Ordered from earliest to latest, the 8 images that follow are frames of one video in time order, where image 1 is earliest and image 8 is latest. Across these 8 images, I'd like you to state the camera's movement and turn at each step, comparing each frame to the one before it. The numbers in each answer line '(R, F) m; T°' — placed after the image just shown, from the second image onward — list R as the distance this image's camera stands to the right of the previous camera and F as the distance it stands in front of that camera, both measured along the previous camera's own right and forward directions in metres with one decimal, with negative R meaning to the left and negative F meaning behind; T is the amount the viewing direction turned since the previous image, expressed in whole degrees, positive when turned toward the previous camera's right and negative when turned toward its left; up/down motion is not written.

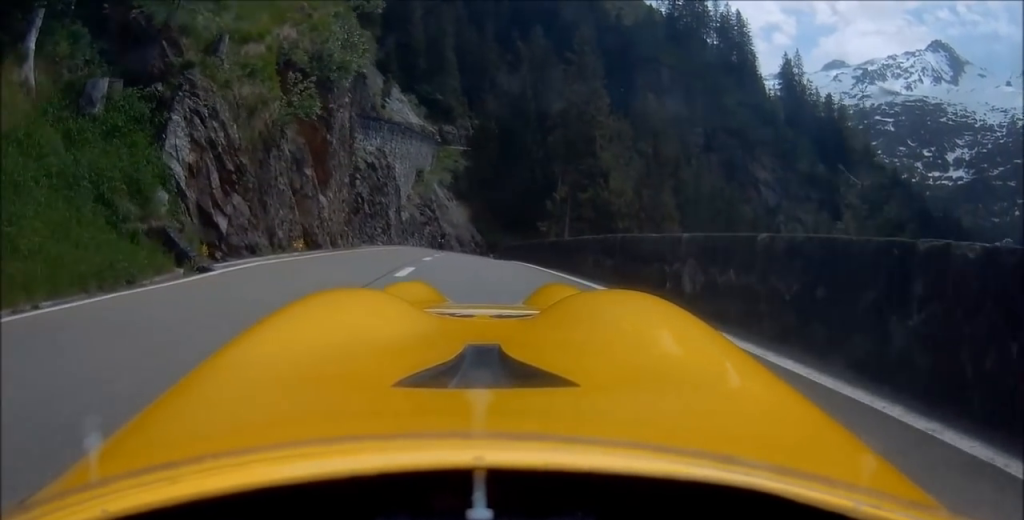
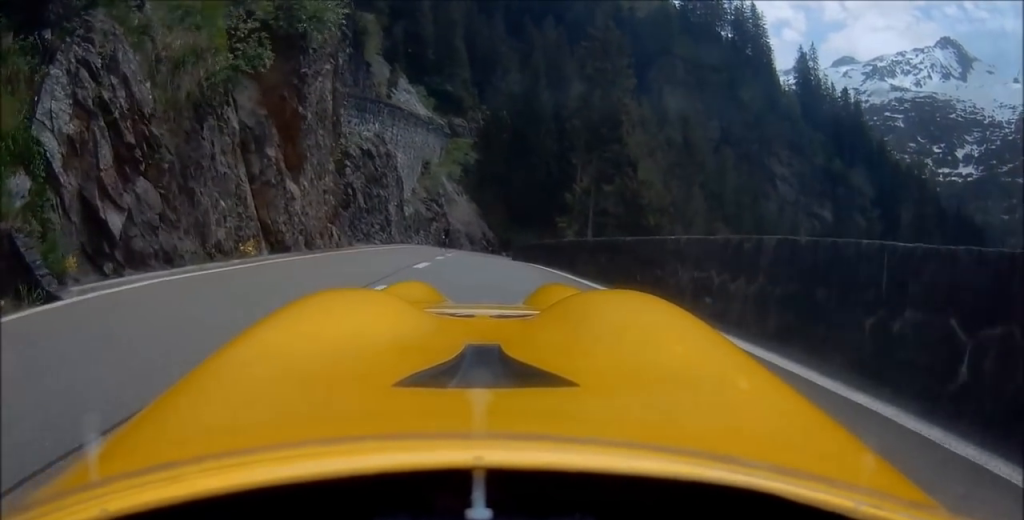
(-0.1, +5.6) m; -8°
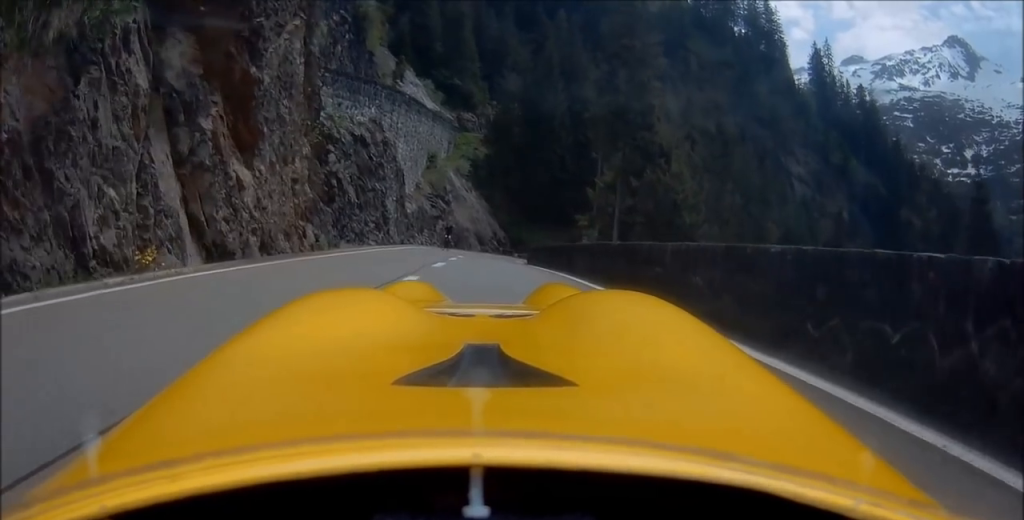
(+0.2, +5.3) m; -6°
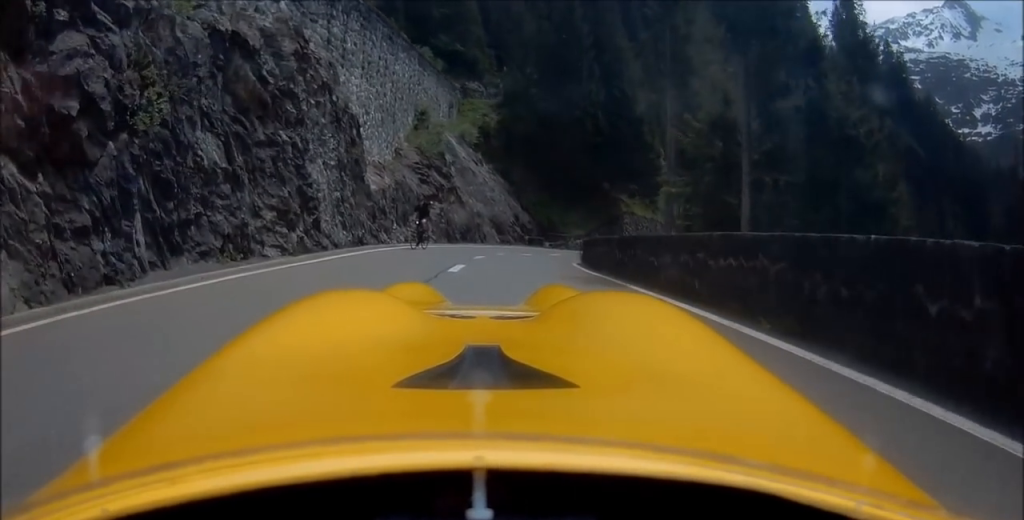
(-2.6, +19.7) m; -2°
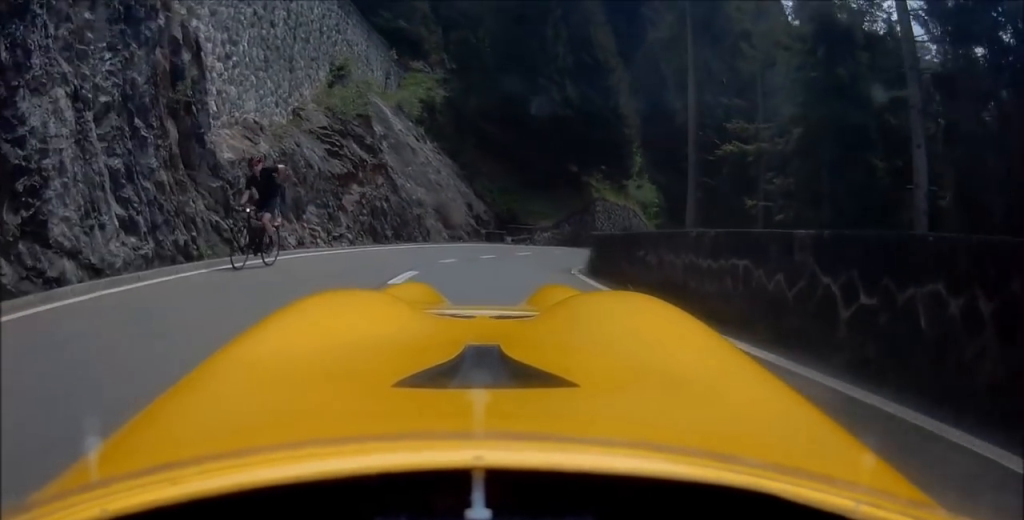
(+0.7, +11.6) m; +9°
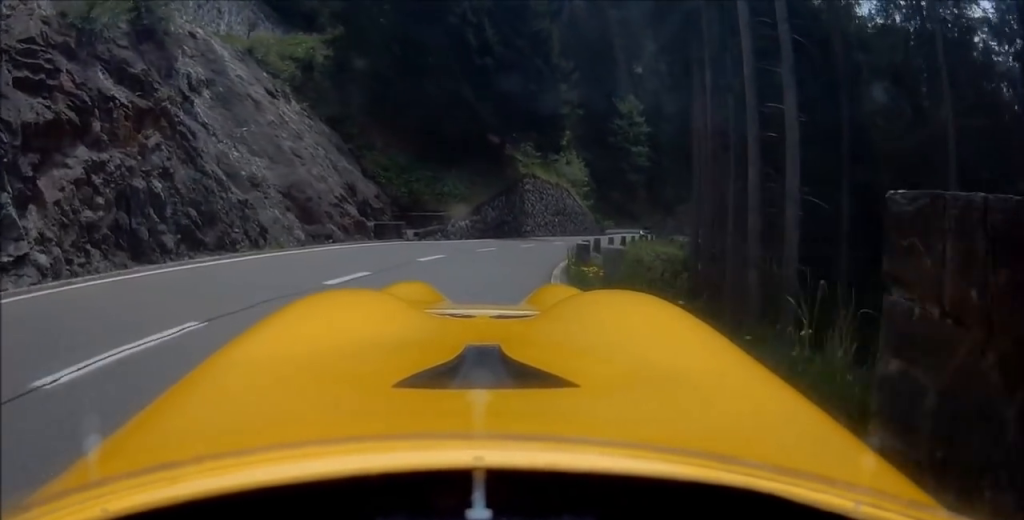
(+1.3, +13.1) m; +12°
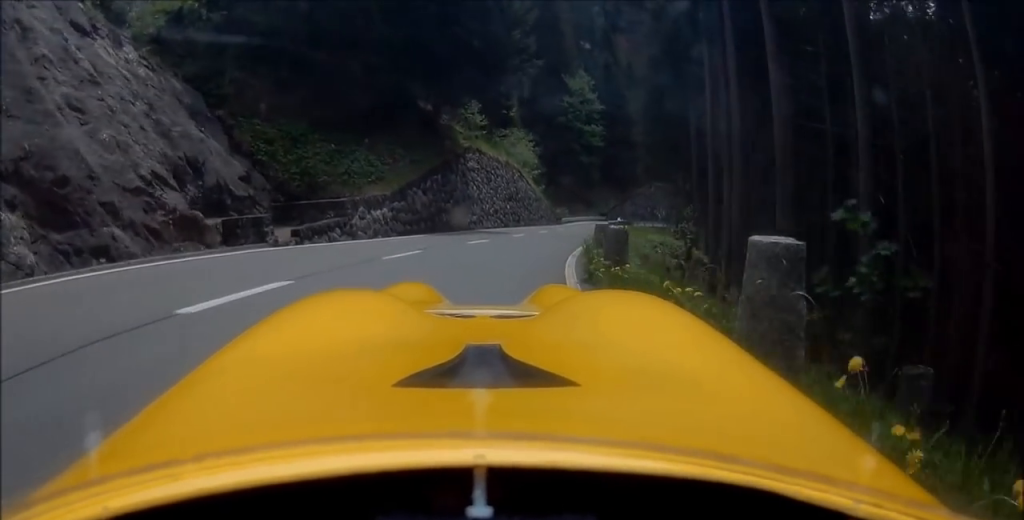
(+1.6, +10.4) m; +5°
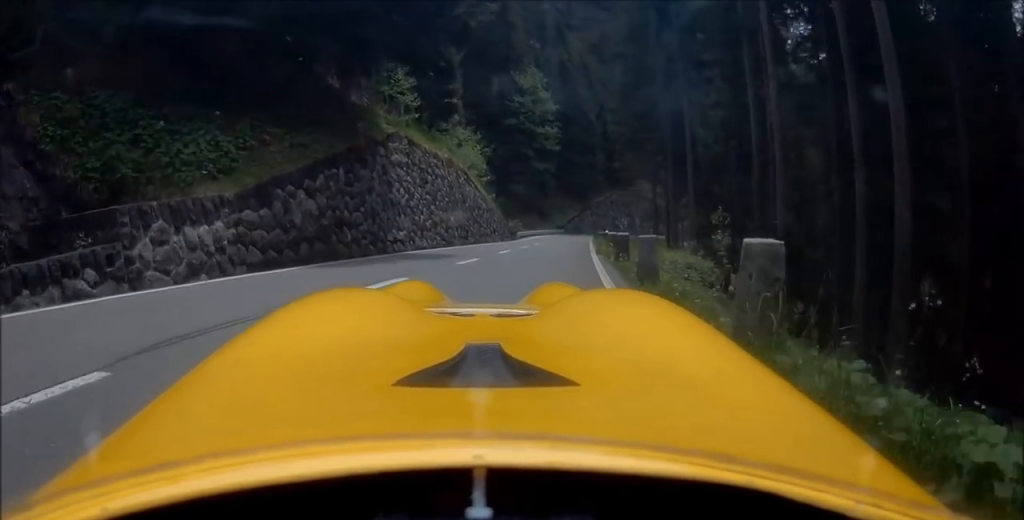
(-0.5, +9.7) m; -2°
